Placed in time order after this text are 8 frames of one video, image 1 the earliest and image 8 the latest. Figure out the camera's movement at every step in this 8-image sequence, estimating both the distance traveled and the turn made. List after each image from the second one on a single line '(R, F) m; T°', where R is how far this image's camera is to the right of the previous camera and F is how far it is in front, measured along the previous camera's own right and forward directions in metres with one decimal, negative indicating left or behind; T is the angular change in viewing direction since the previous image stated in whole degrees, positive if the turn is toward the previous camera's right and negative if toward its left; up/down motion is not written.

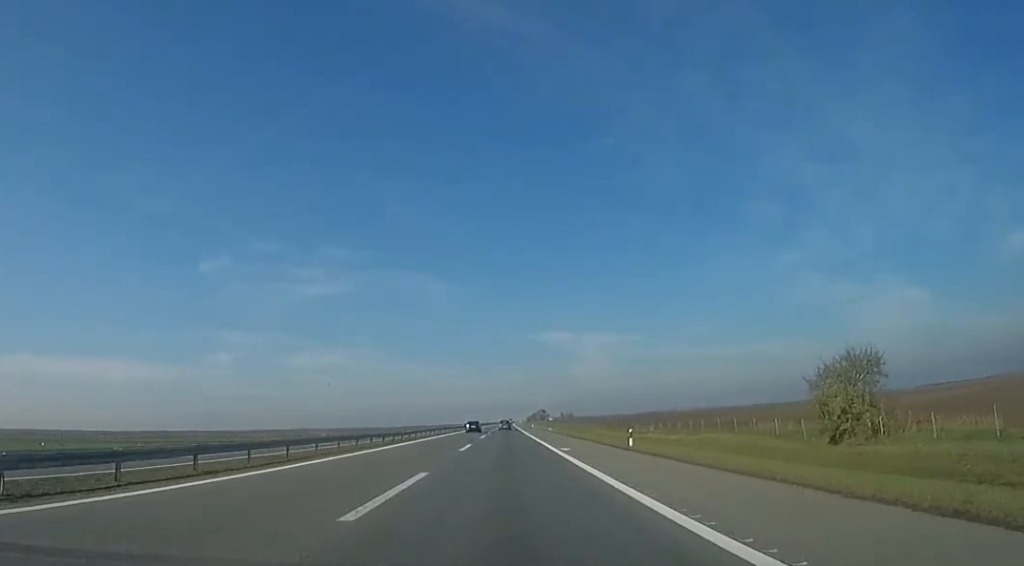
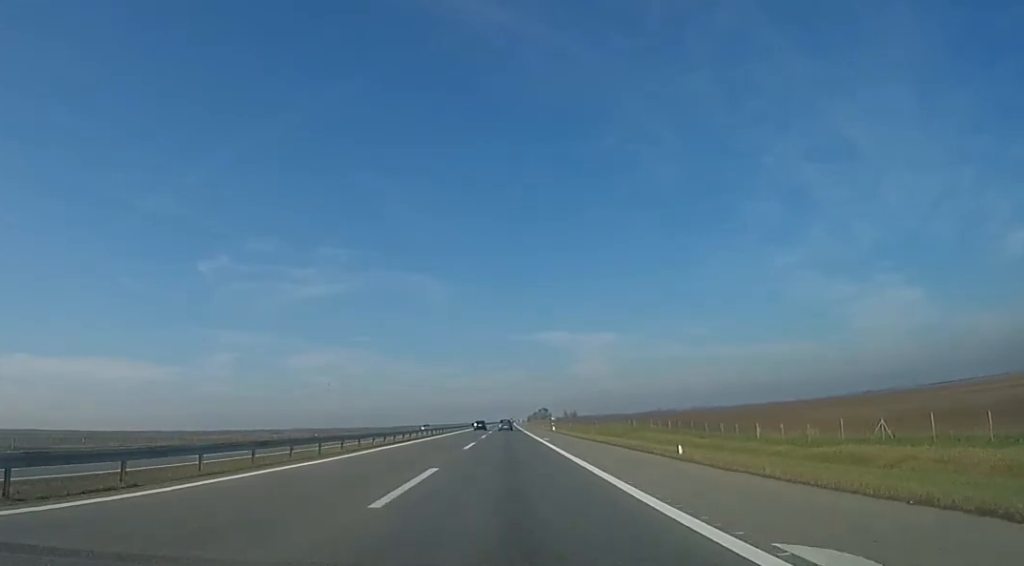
(-0.5, +55.7) m; +1°
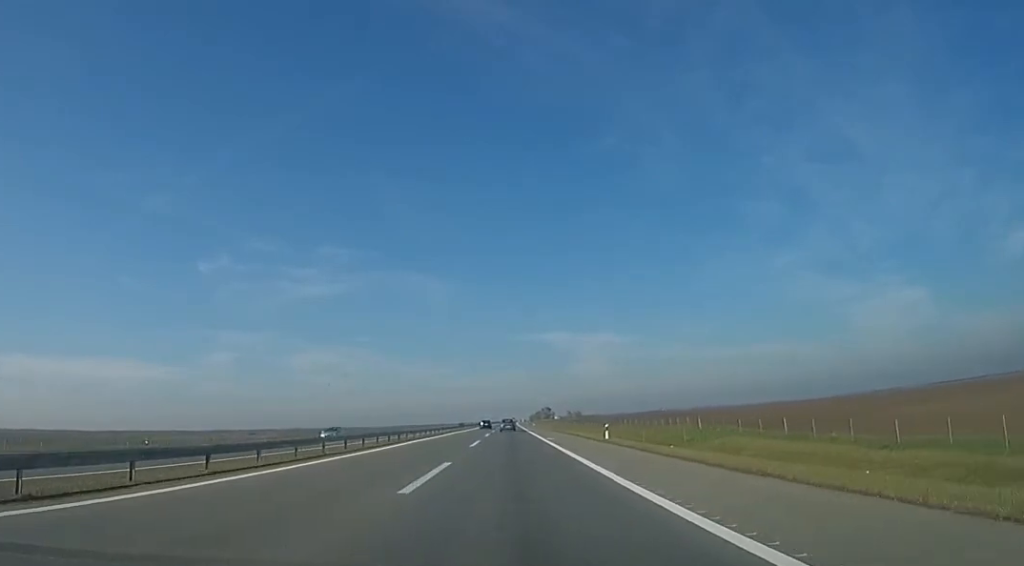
(+0.6, +35.7) m; -1°
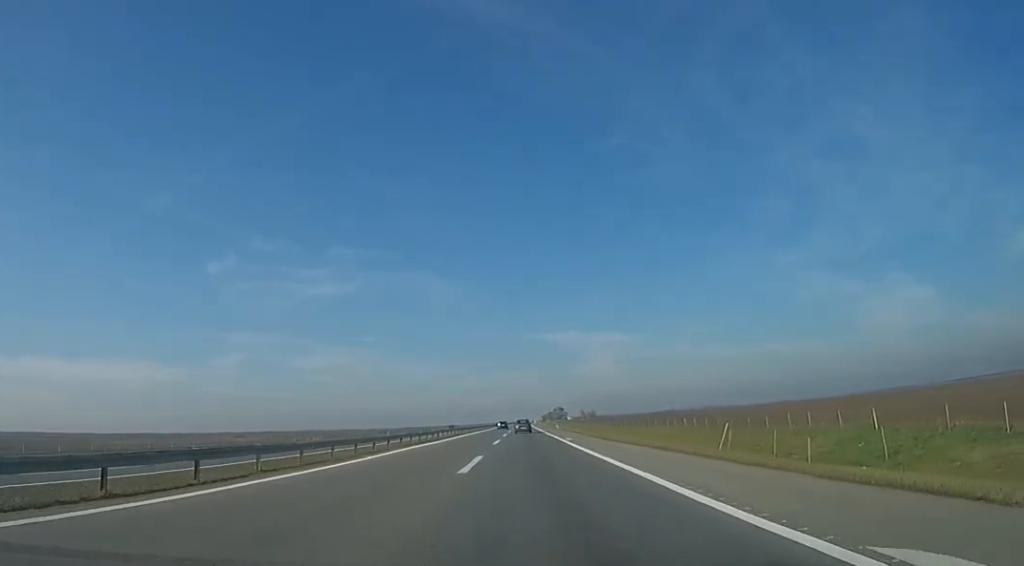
(-1.0, +34.1) m; -1°
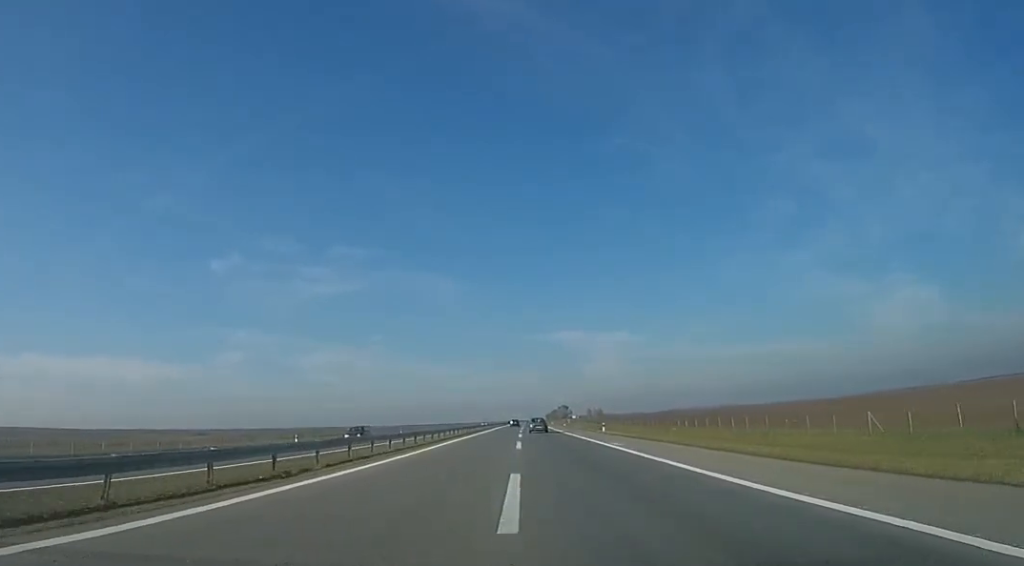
(+1.5, +45.5) m; +2°
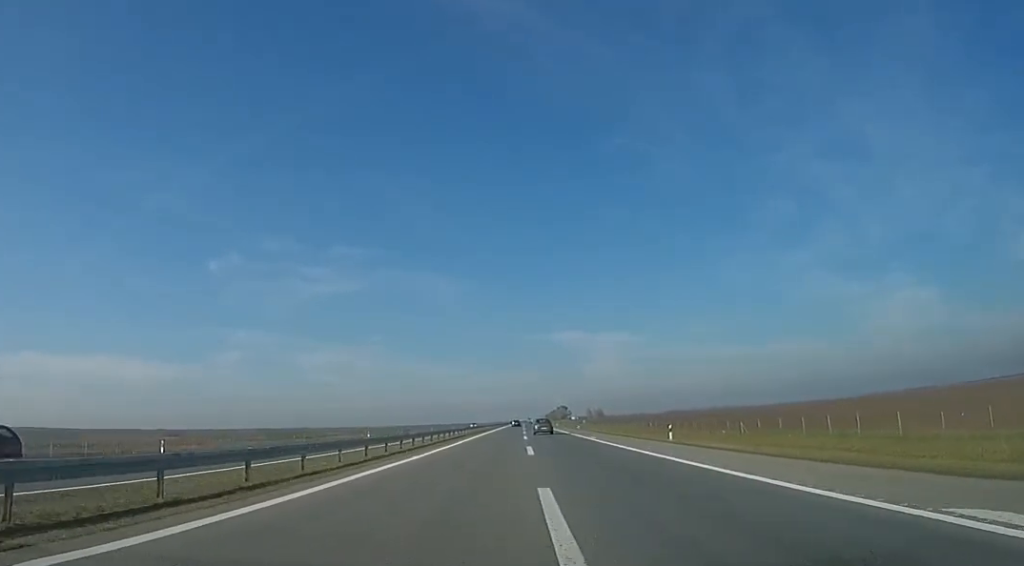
(-0.4, +22.8) m; -2°
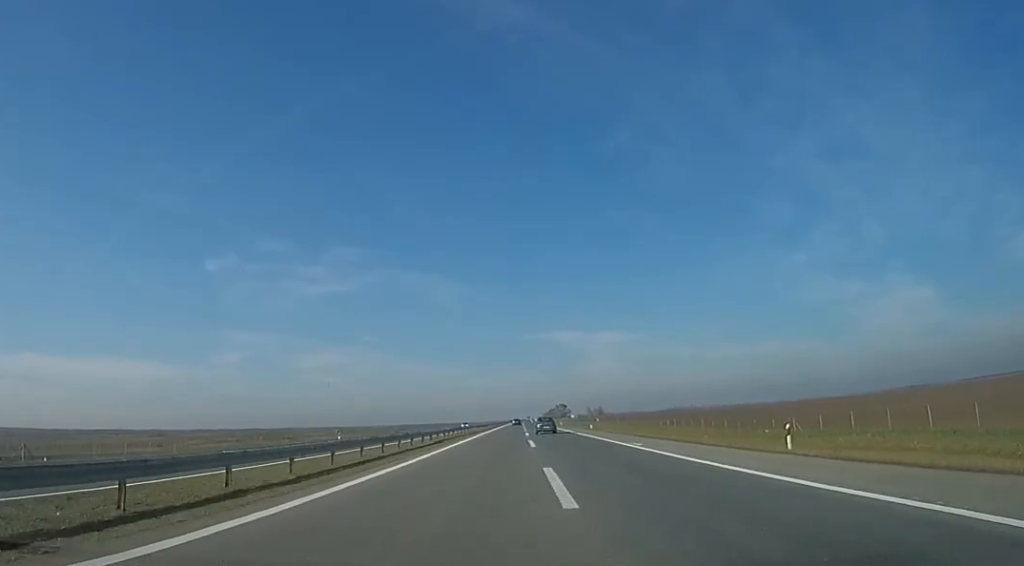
(-0.3, +13.6) m; -1°
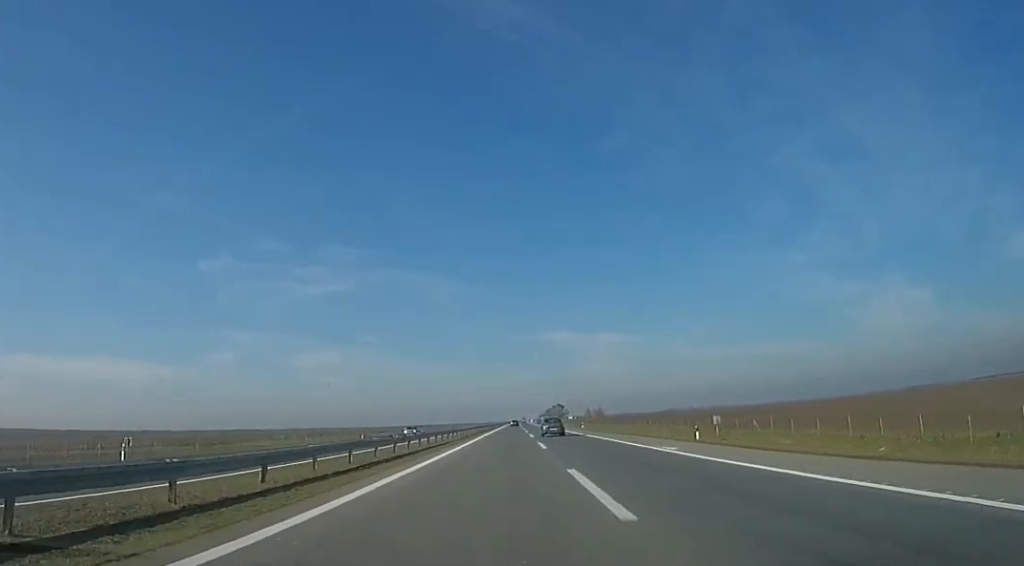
(-0.3, +39.4) m; +1°
